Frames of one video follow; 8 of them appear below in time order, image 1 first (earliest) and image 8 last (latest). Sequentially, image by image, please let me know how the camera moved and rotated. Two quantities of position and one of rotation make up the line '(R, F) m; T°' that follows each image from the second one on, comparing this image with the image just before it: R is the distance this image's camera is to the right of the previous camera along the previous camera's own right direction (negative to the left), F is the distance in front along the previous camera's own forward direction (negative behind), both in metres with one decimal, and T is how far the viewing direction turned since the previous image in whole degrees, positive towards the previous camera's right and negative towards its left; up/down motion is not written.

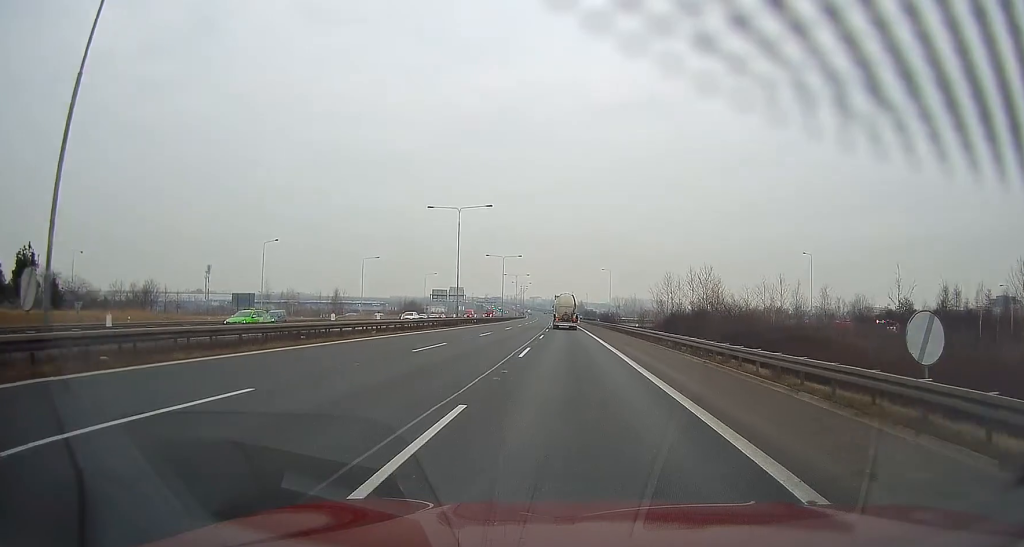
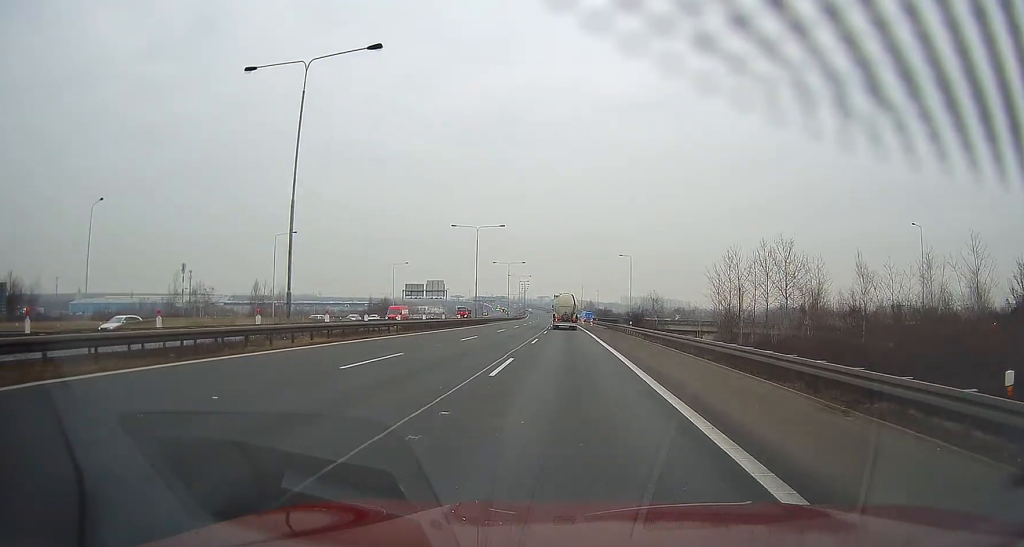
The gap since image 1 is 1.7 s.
(-0.6, +42.8) m; -1°
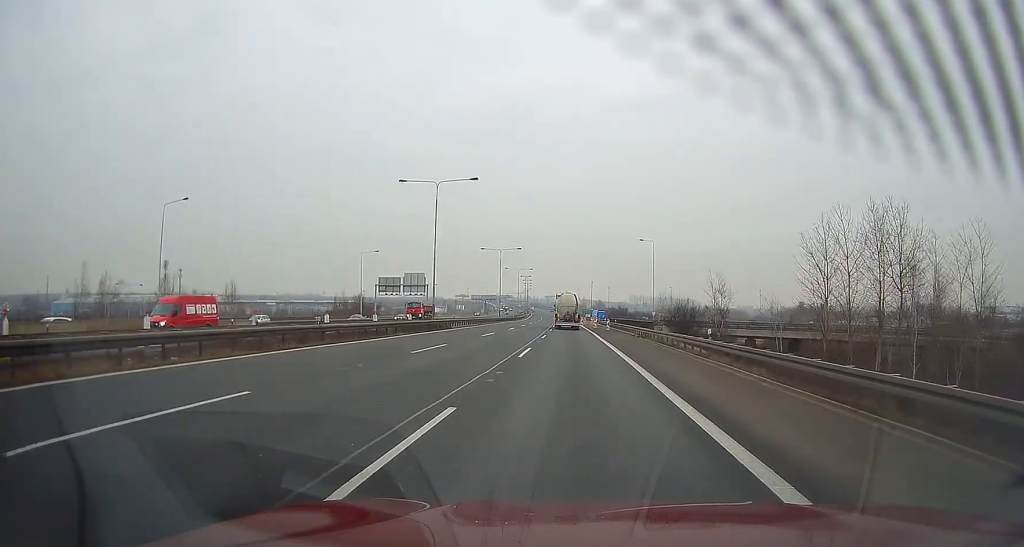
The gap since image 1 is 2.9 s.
(+0.1, +29.0) m; 0°
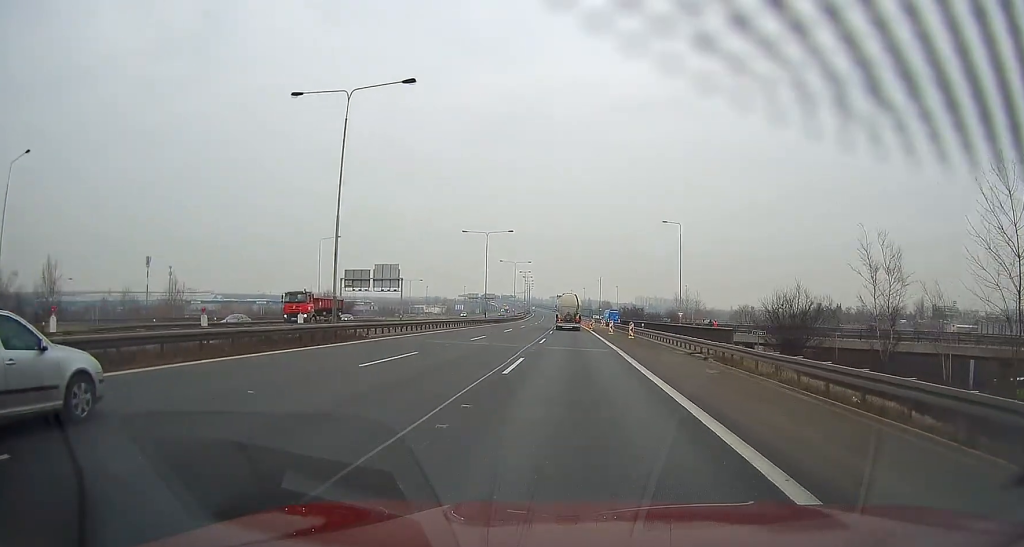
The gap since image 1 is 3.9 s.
(-0.2, +24.2) m; -1°
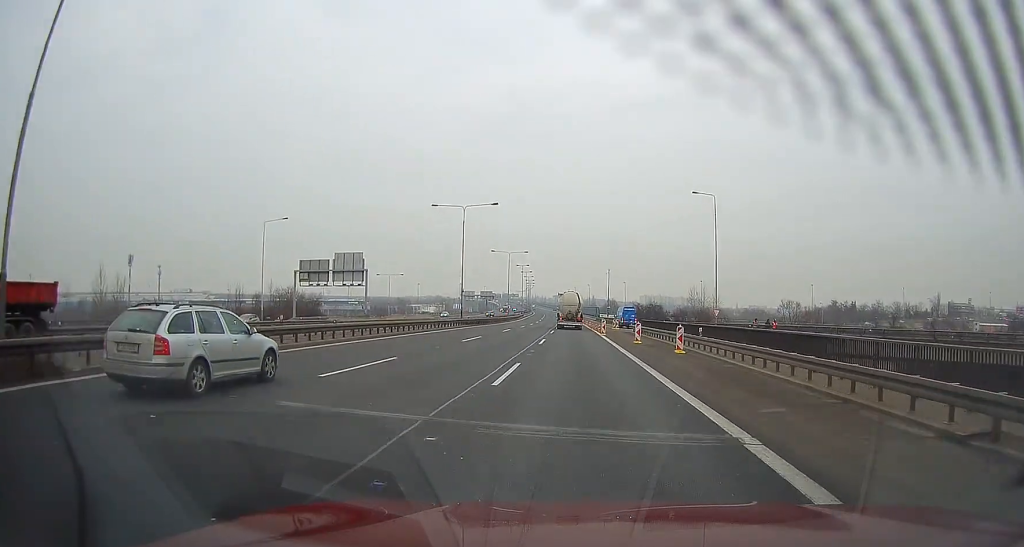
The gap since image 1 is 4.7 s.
(-0.2, +21.5) m; -1°
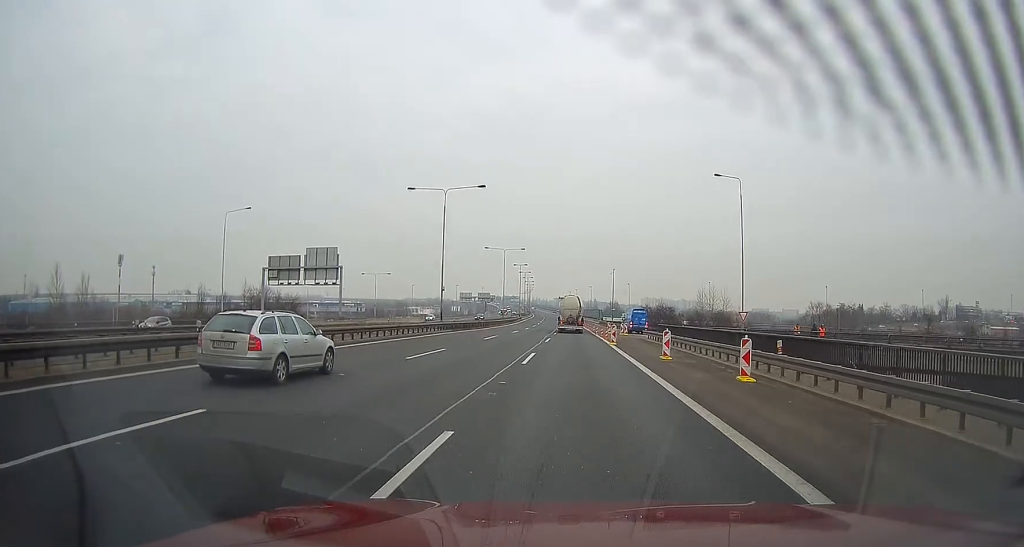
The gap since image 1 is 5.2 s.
(-0.1, +11.1) m; -1°
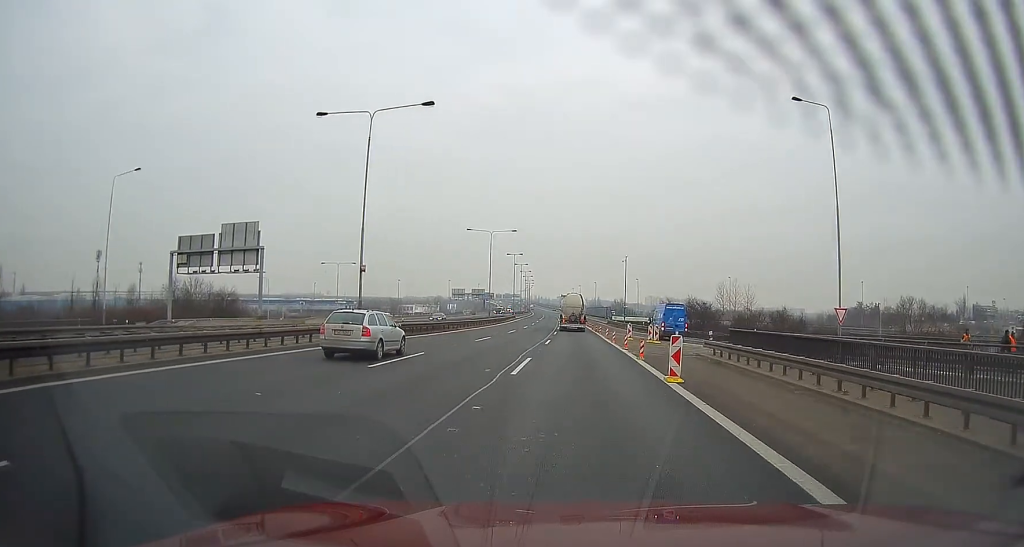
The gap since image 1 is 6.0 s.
(-0.3, +23.4) m; -1°
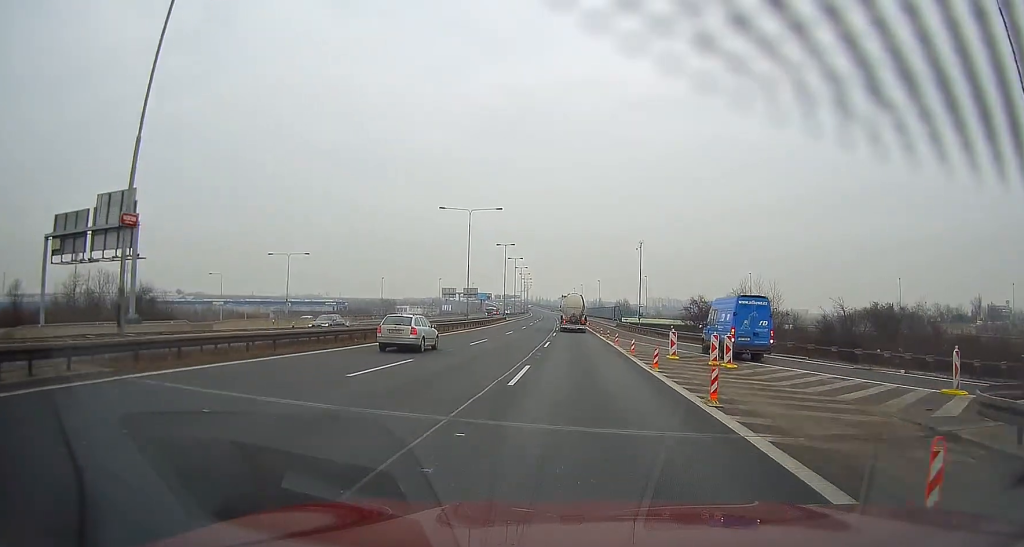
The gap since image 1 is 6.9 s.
(0.0, +20.9) m; 0°
